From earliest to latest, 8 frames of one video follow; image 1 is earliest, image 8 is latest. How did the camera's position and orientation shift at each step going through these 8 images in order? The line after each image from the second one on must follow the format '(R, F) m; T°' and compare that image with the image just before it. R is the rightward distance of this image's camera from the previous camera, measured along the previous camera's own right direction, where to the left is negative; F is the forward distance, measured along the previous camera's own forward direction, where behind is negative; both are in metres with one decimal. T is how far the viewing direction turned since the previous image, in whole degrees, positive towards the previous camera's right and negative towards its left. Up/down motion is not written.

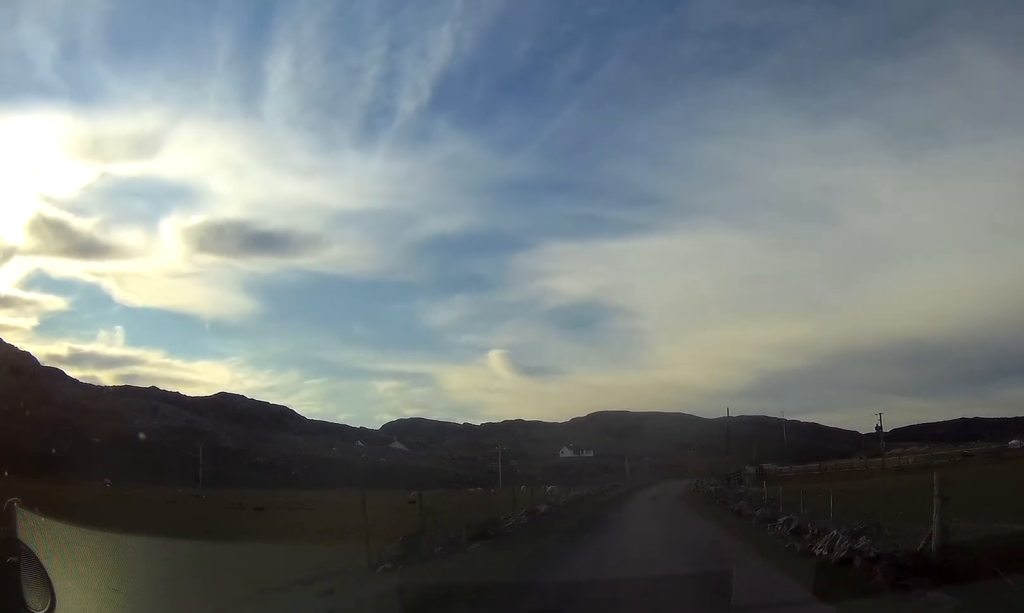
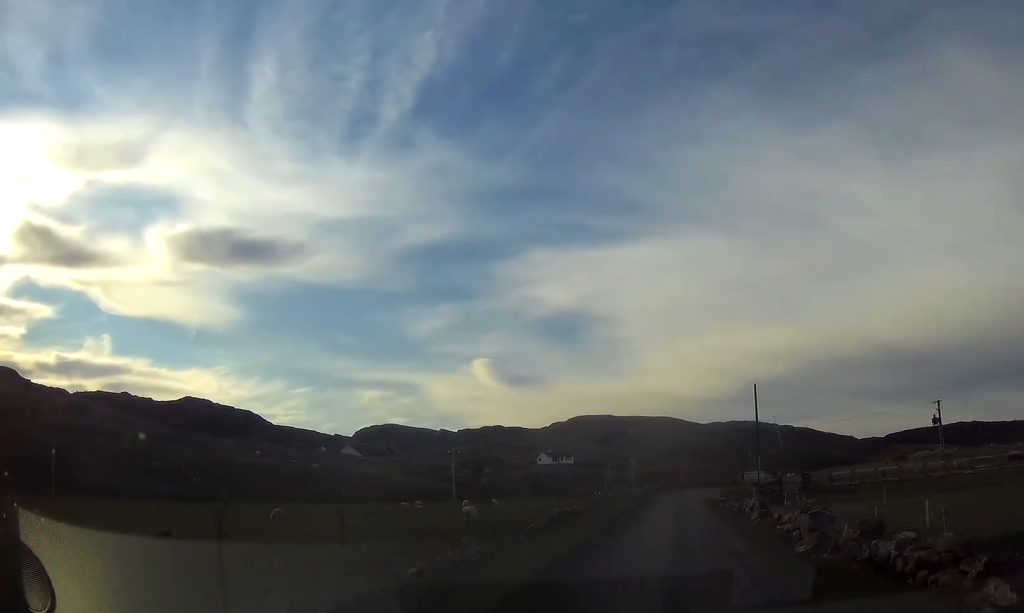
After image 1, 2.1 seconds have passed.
(+0.5, +28.3) m; +2°
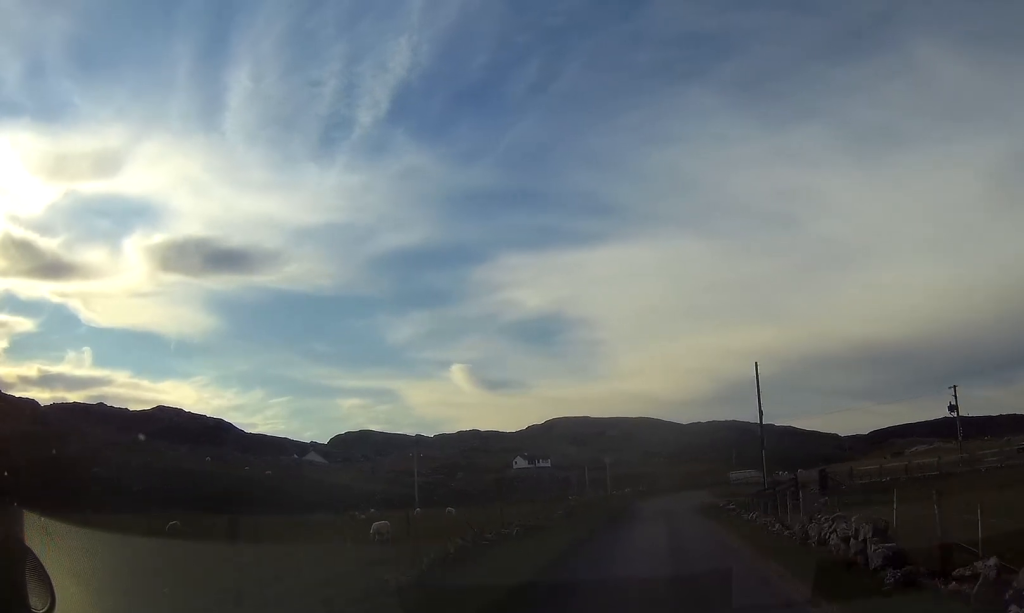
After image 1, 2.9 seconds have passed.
(0.0, +10.8) m; +1°
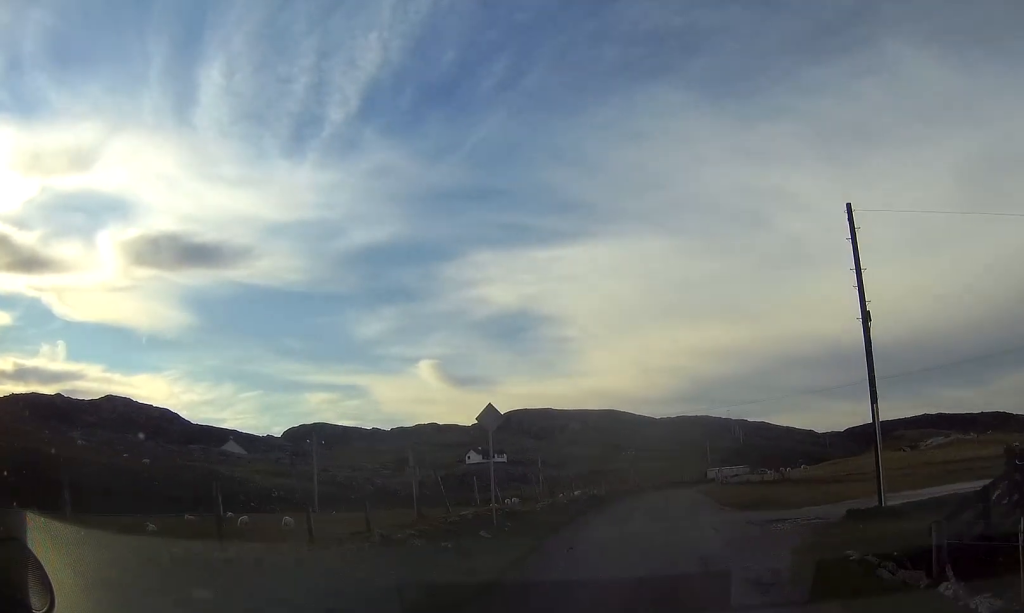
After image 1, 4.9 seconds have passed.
(+0.7, +26.5) m; +3°
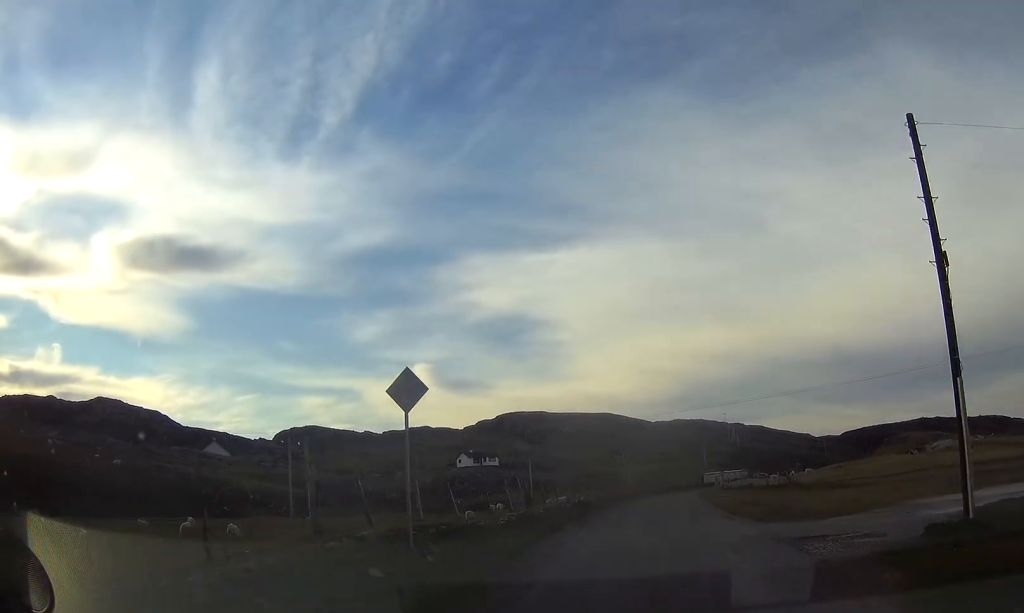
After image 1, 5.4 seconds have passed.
(+0.1, +5.6) m; 0°
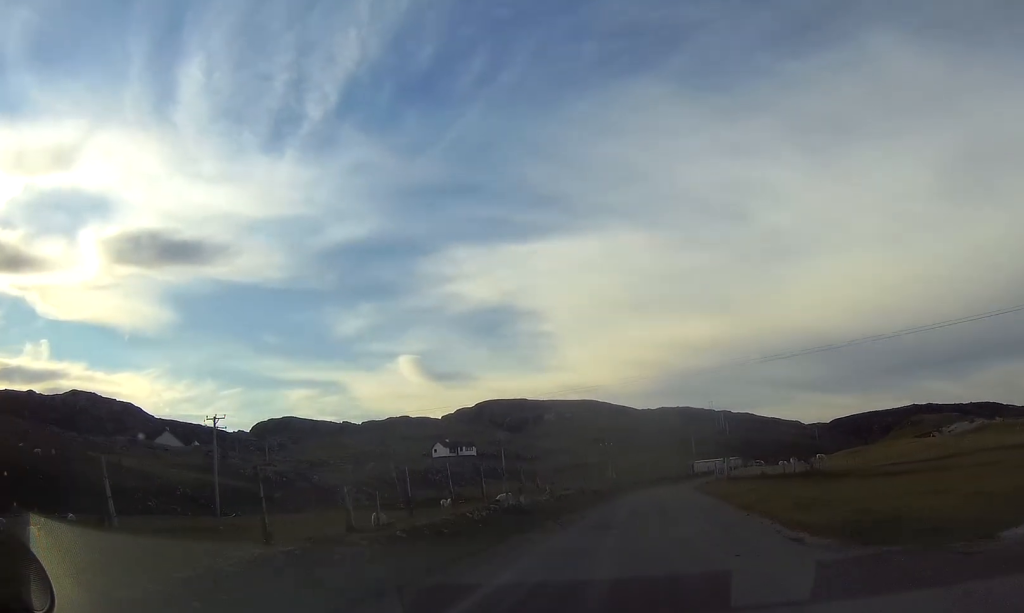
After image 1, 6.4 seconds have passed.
(+0.1, +13.7) m; +1°
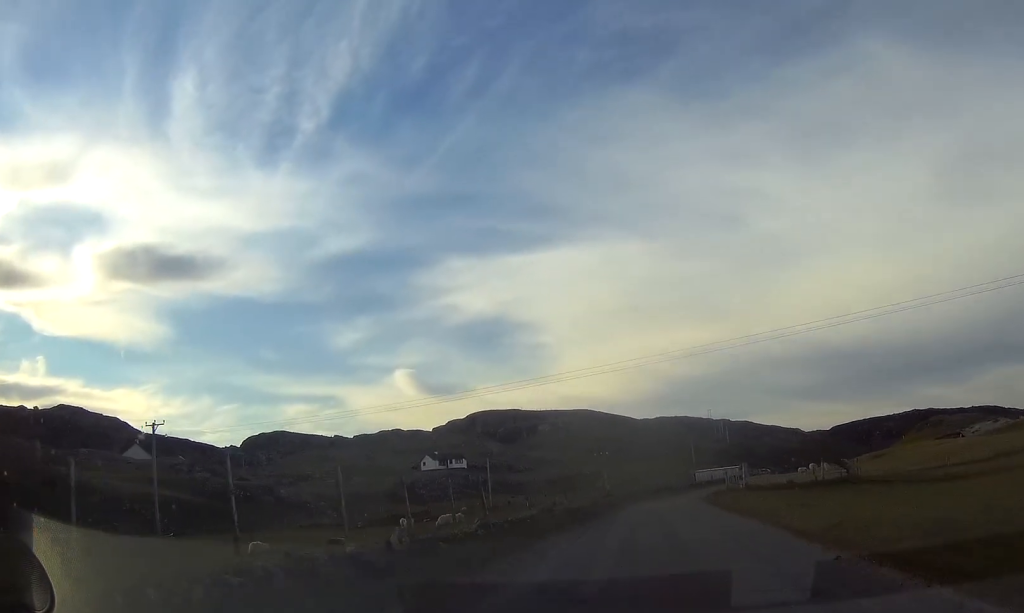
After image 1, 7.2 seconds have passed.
(0.0, +10.1) m; +1°
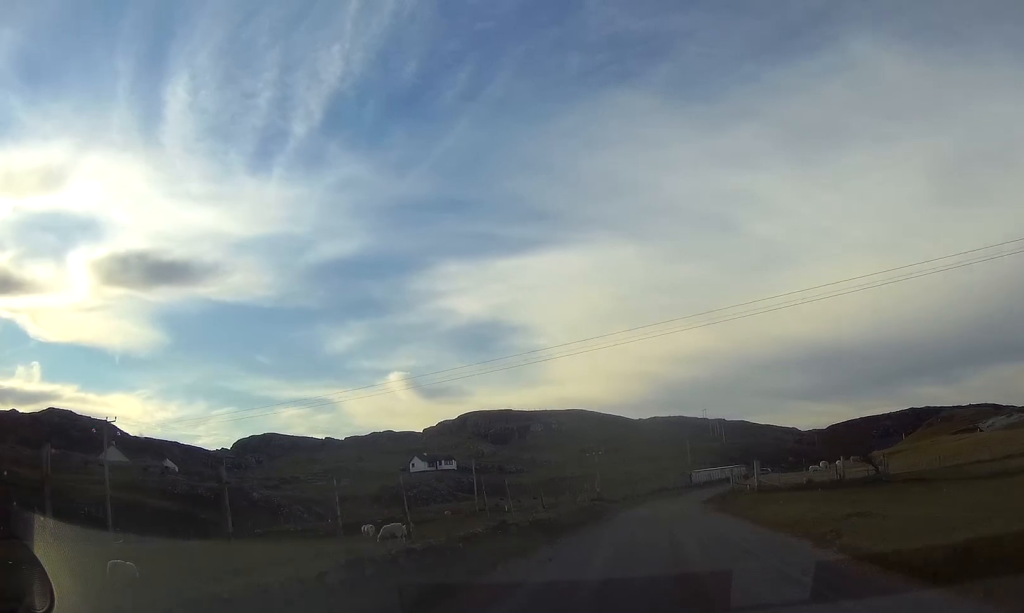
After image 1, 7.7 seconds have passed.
(0.0, +6.2) m; 0°
